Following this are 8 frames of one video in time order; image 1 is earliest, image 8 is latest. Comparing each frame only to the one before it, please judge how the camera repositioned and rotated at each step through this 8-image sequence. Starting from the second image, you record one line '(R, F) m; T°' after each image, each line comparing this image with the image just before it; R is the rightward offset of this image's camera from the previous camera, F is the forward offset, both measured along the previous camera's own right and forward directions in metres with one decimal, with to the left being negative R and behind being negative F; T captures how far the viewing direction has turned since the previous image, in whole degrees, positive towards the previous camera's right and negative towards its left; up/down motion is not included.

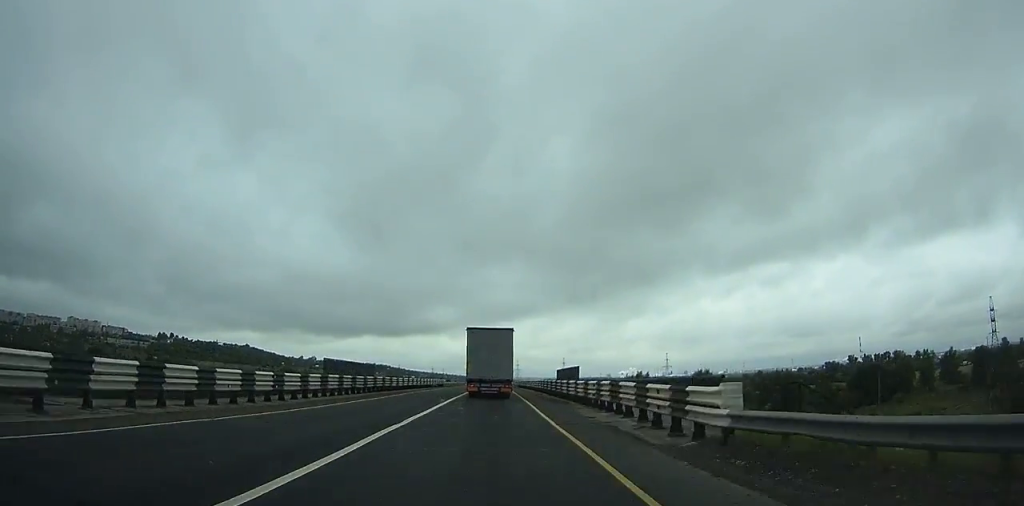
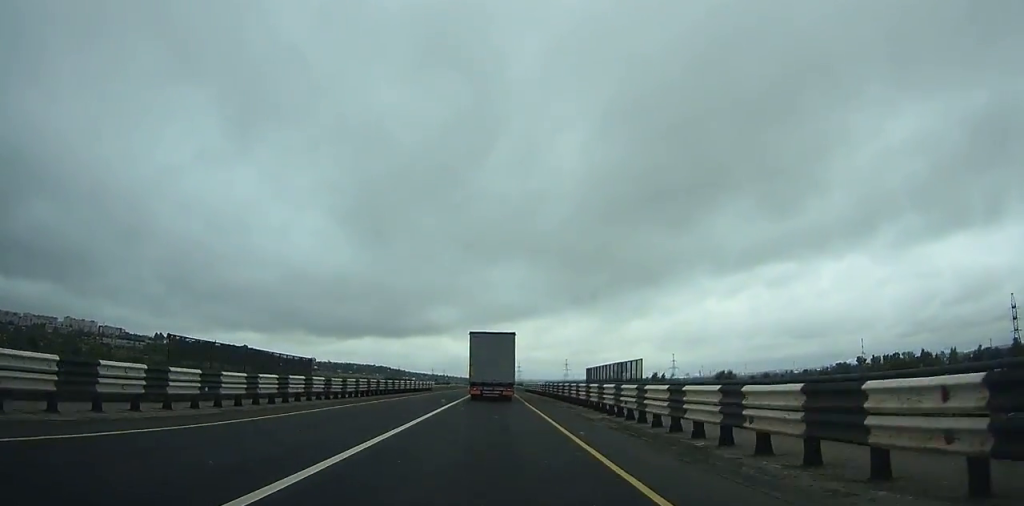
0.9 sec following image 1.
(0.0, +18.2) m; 0°
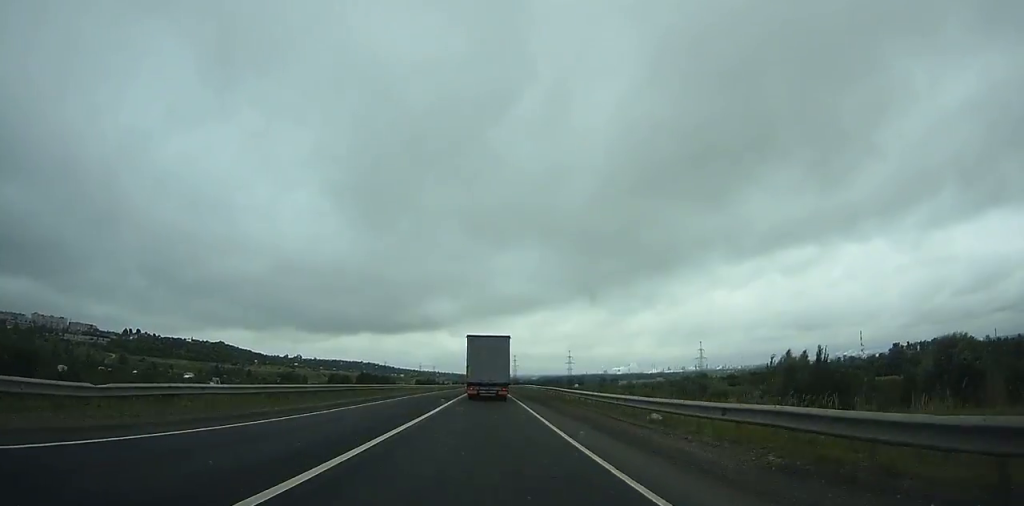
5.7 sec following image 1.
(+0.4, +92.2) m; 0°
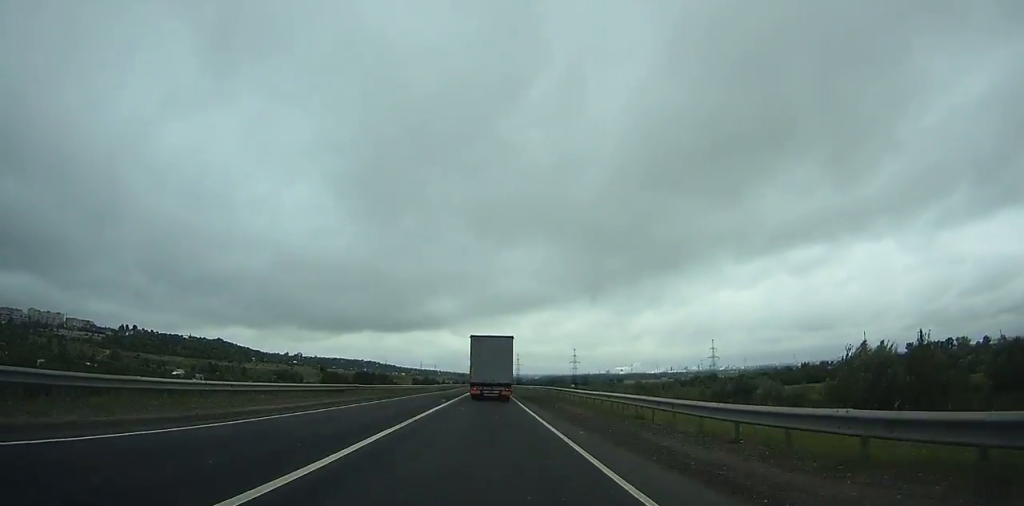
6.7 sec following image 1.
(0.0, +21.2) m; 0°
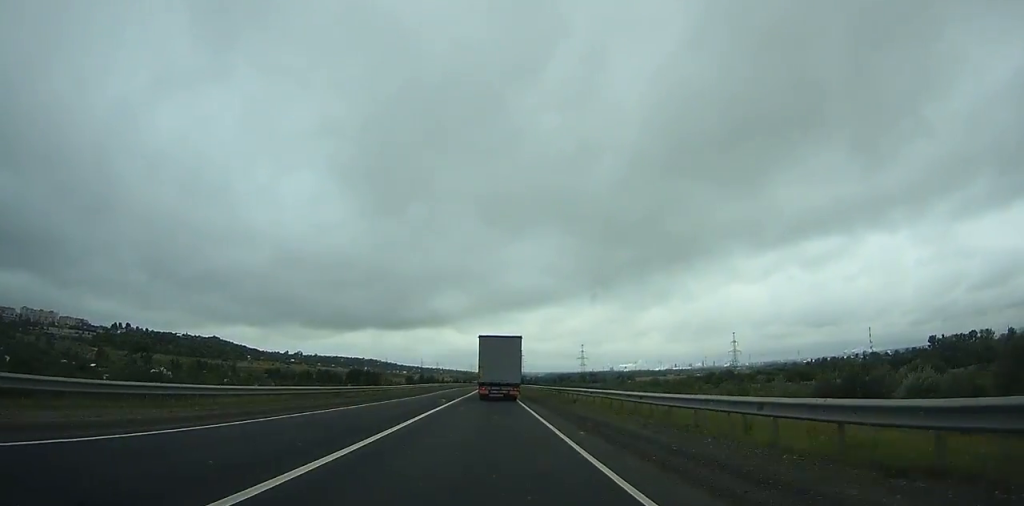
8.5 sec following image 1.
(0.0, +34.8) m; 0°
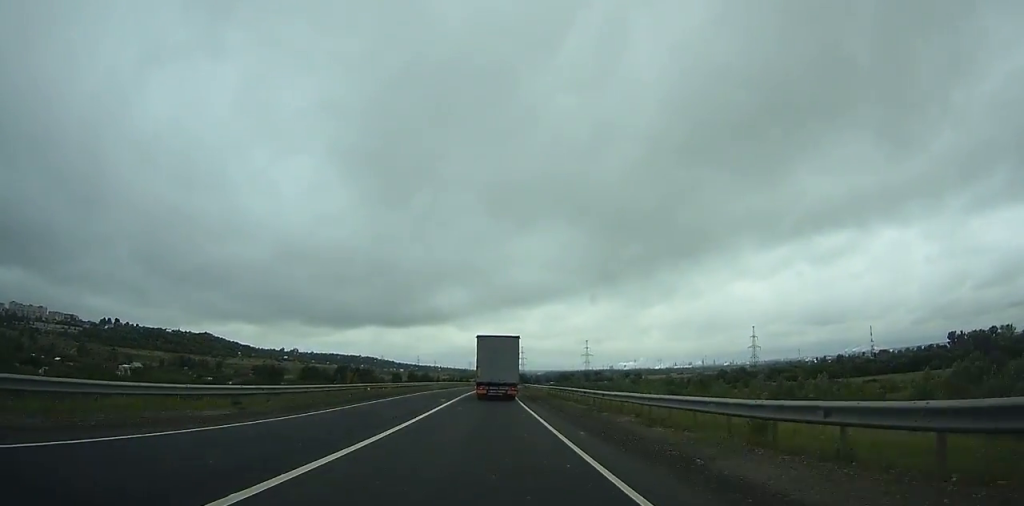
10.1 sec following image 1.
(-0.1, +33.9) m; 0°
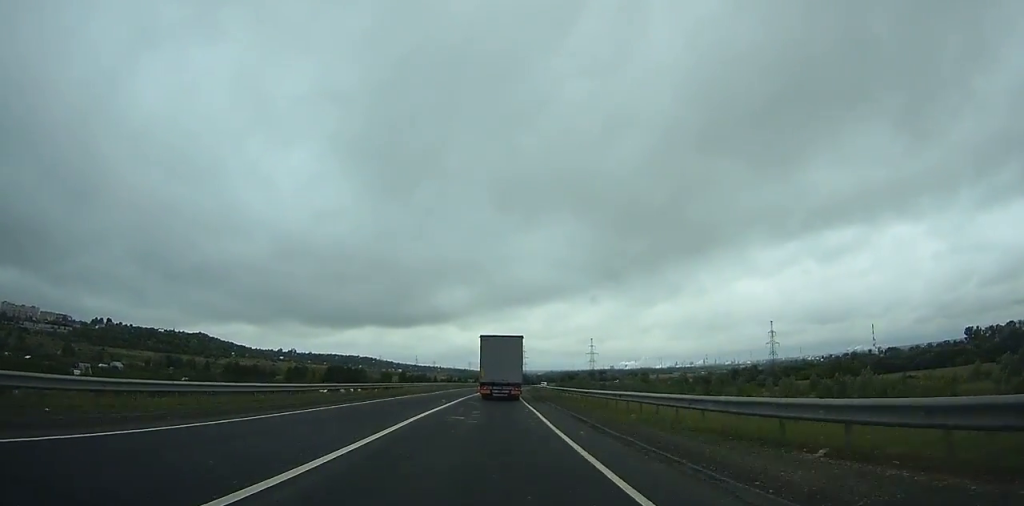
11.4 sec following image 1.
(+0.1, +26.1) m; 0°
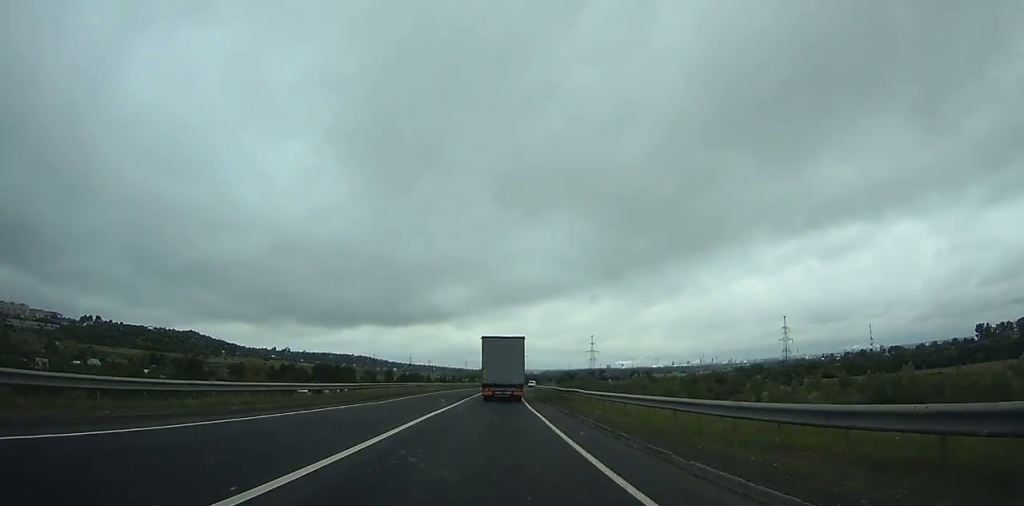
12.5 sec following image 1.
(0.0, +22.0) m; 0°
